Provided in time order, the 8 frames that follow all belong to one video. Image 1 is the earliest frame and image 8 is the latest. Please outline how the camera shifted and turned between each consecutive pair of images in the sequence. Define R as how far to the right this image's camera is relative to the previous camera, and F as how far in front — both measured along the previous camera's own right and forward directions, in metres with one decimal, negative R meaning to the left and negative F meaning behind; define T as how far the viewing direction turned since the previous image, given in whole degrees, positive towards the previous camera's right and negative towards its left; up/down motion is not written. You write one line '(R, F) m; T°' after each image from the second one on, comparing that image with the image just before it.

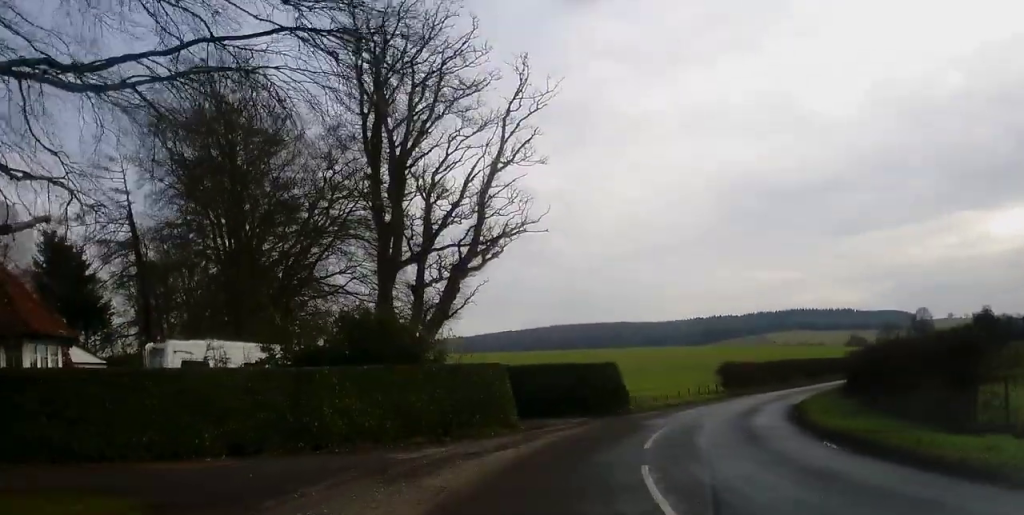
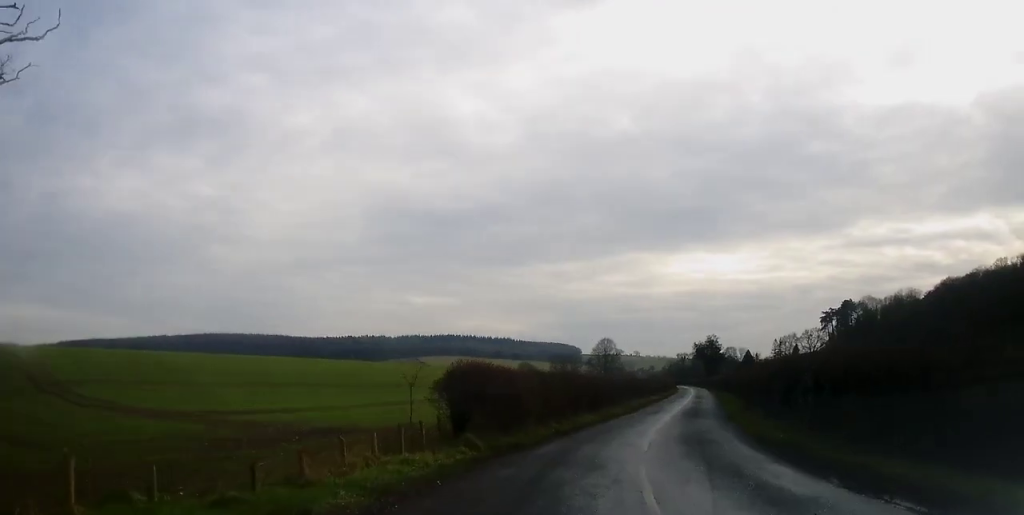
(+5.3, +27.5) m; +23°
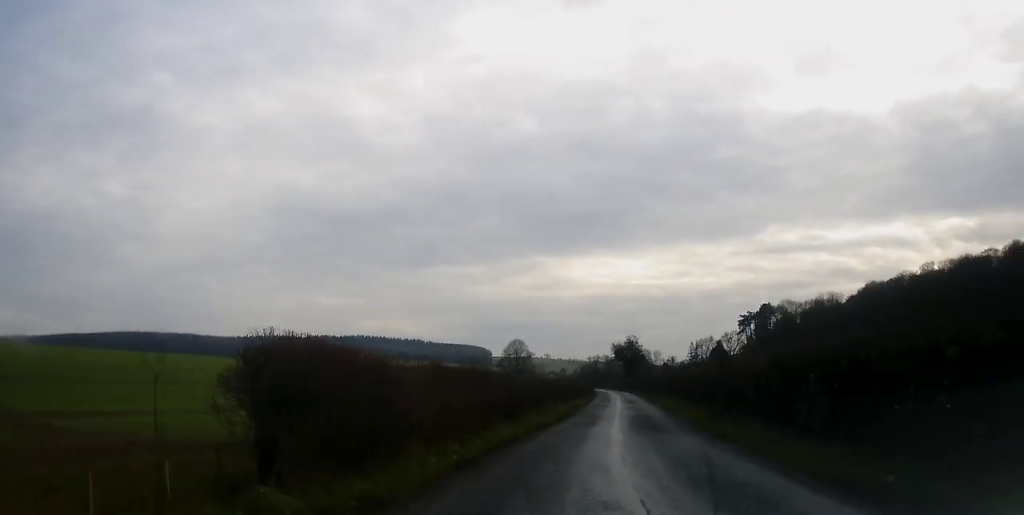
(+0.1, +8.5) m; +5°
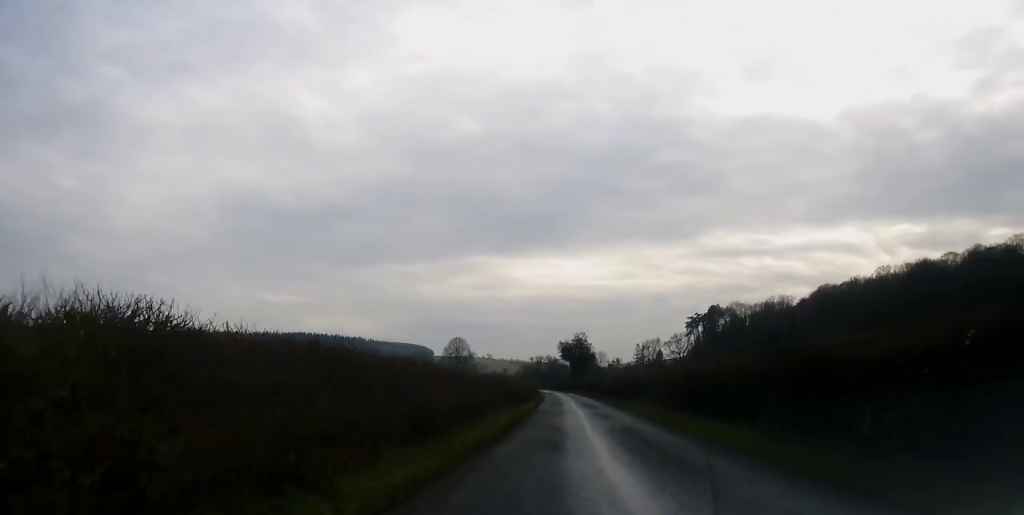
(+0.8, +10.7) m; +3°
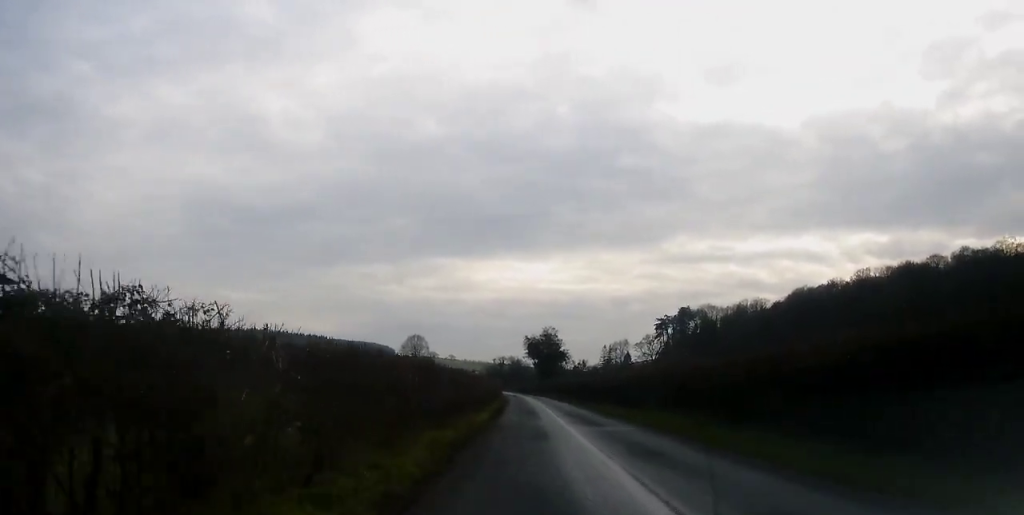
(+0.4, +17.8) m; +1°
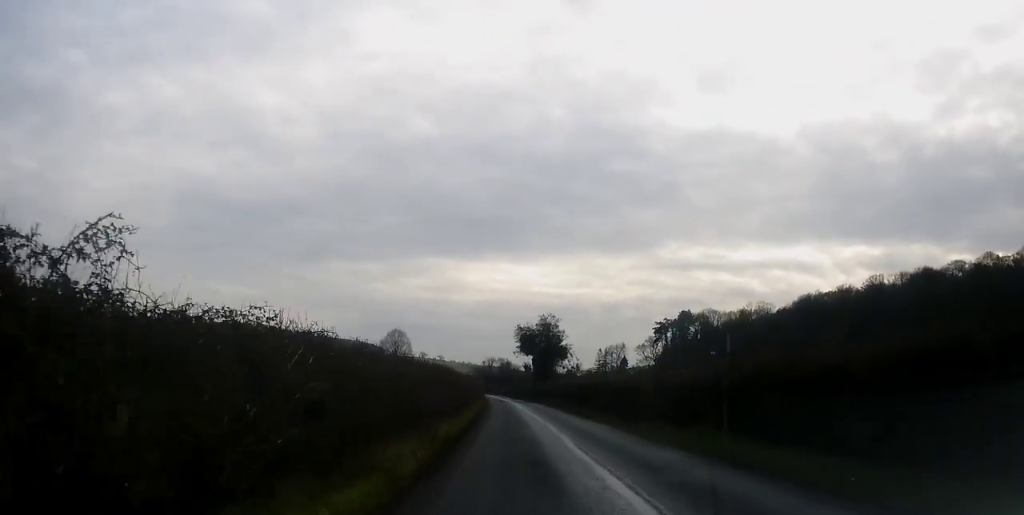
(0.0, +25.6) m; 0°
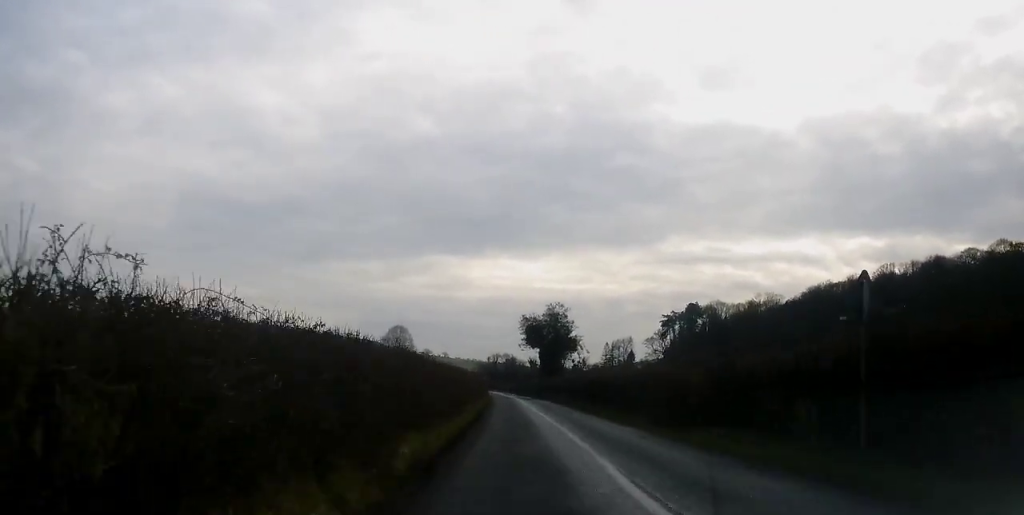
(0.0, +7.1) m; 0°
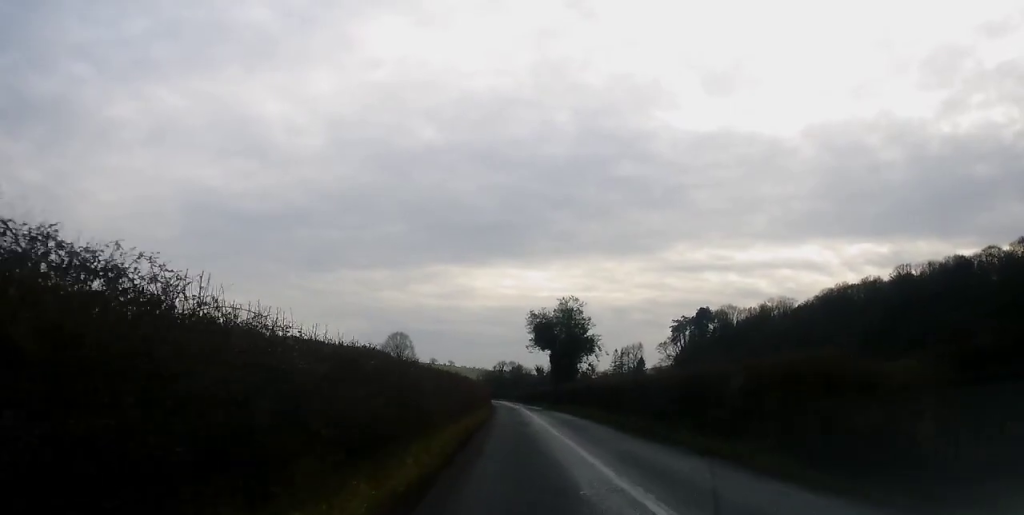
(0.0, +13.0) m; 0°
